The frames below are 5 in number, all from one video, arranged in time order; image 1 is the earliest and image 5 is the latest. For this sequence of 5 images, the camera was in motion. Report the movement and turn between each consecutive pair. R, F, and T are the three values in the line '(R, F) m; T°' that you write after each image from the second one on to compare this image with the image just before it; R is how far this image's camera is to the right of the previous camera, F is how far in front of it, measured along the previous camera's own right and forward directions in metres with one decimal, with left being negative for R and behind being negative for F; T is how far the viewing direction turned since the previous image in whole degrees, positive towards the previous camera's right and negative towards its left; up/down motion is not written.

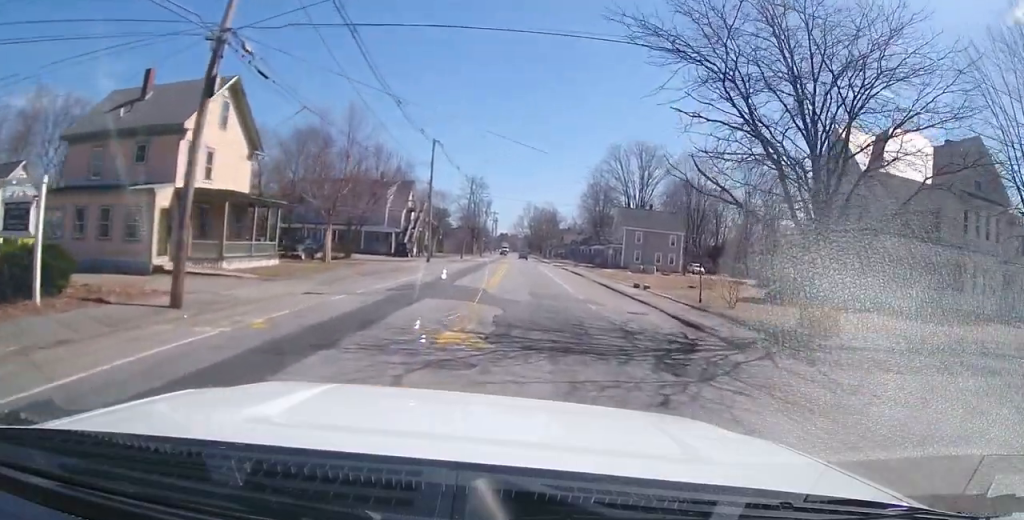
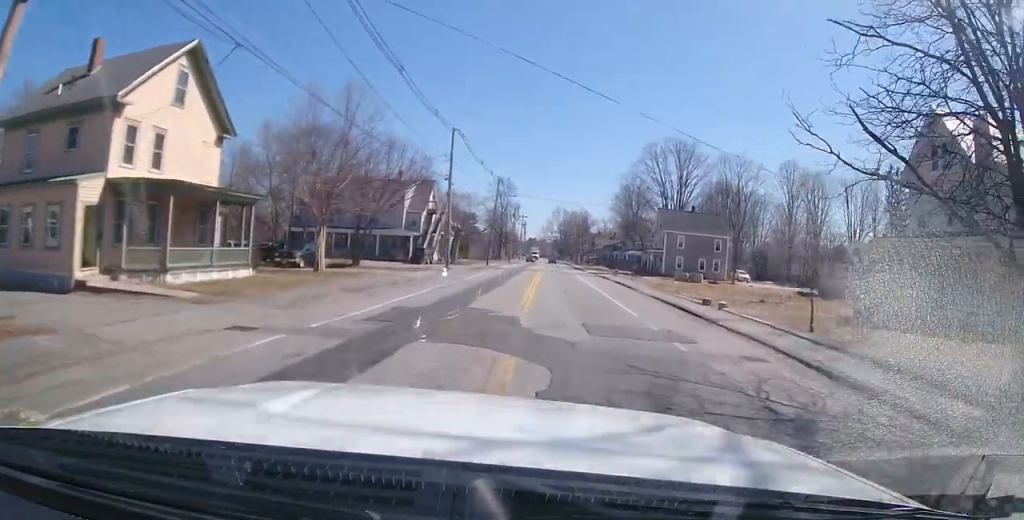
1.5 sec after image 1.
(-0.3, +8.2) m; -3°
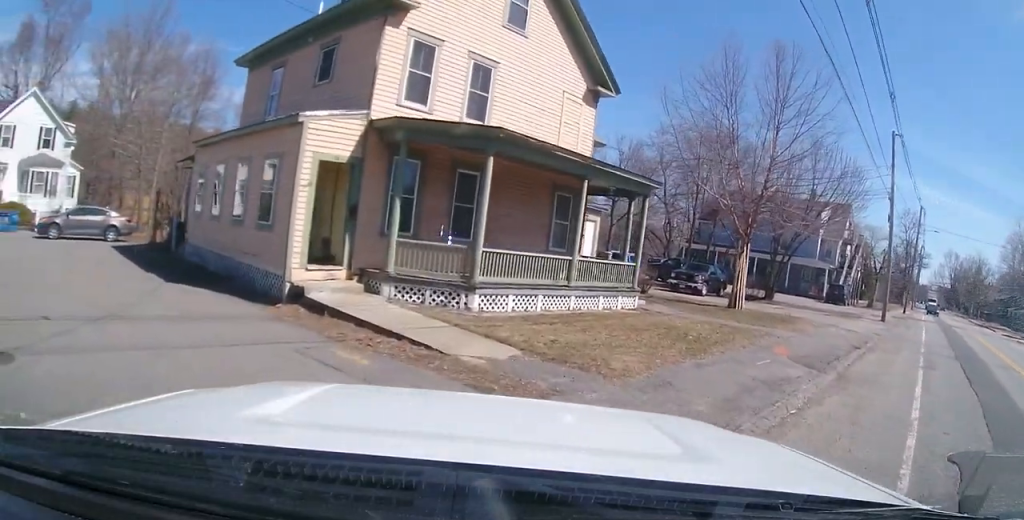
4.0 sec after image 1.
(-3.7, +7.6) m; -90°
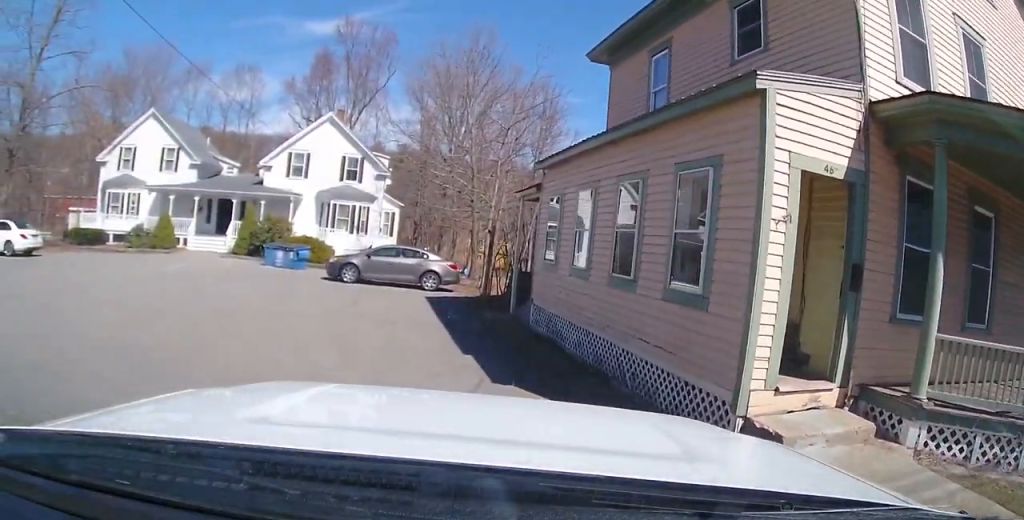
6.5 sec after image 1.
(-2.4, +7.5) m; -18°
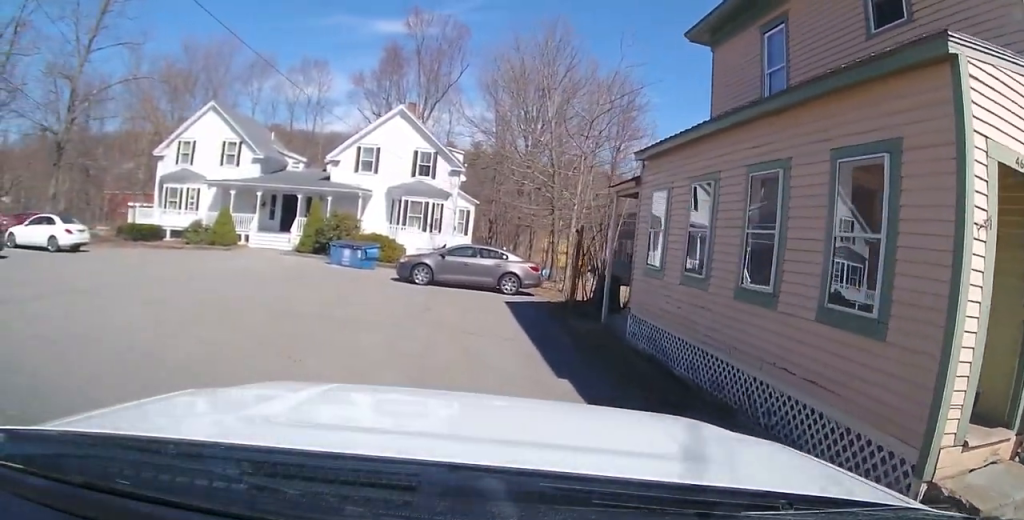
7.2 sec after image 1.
(0.0, +1.5) m; 0°
